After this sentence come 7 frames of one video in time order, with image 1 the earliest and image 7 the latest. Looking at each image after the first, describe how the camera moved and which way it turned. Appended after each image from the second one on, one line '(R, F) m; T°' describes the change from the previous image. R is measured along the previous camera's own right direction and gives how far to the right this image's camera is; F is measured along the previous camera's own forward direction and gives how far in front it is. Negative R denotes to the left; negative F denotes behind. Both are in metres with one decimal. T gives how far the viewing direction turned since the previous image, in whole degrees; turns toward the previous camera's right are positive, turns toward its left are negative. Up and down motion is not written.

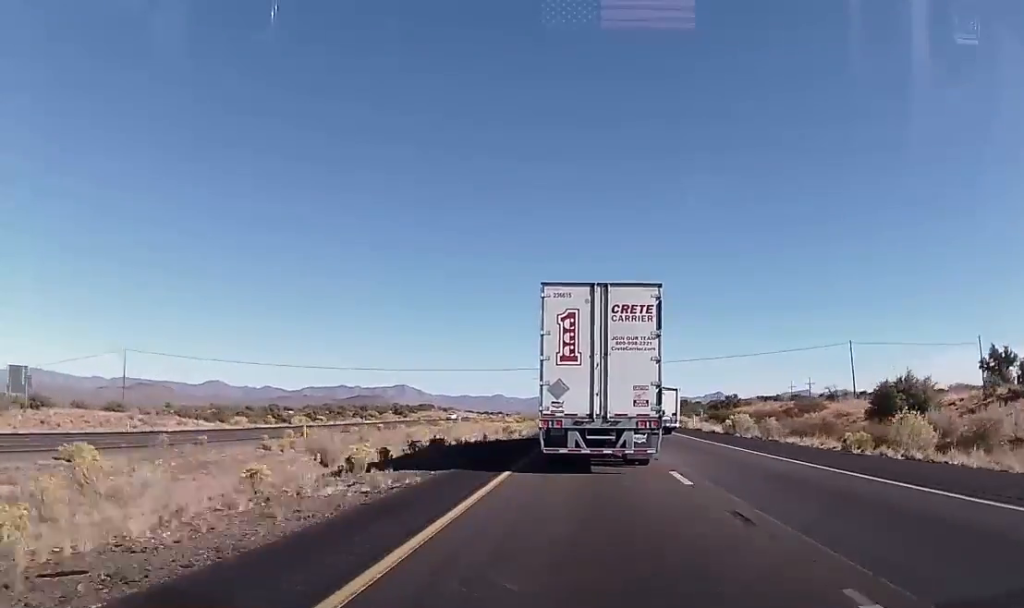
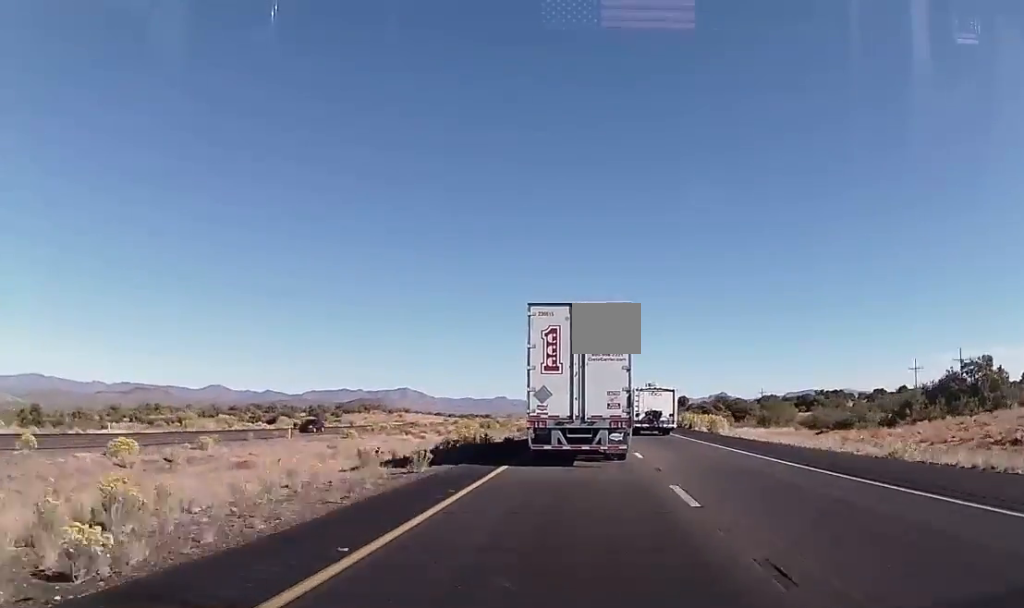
(-0.4, +90.0) m; 0°
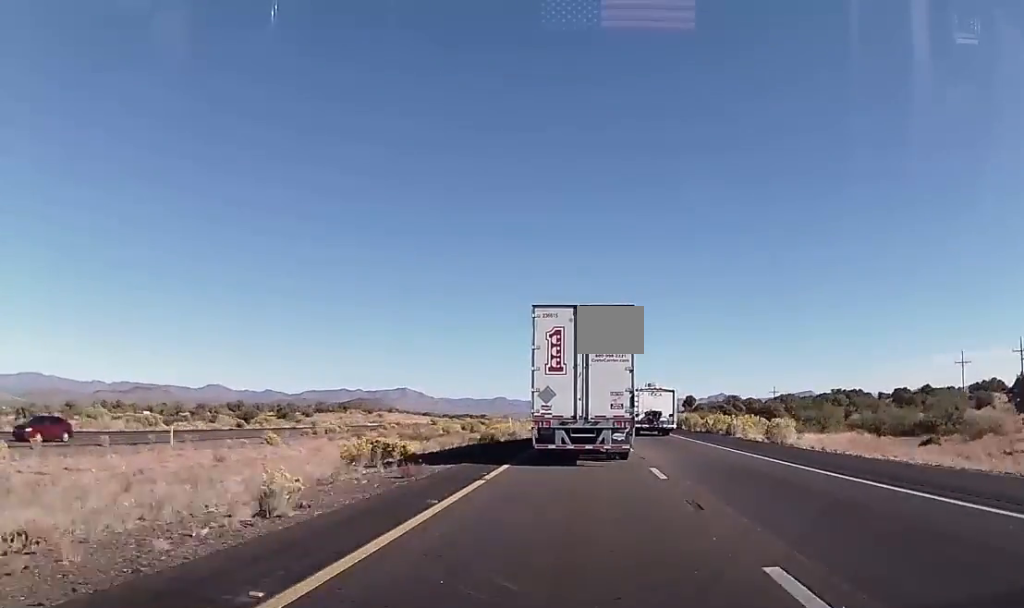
(+0.1, +19.9) m; 0°
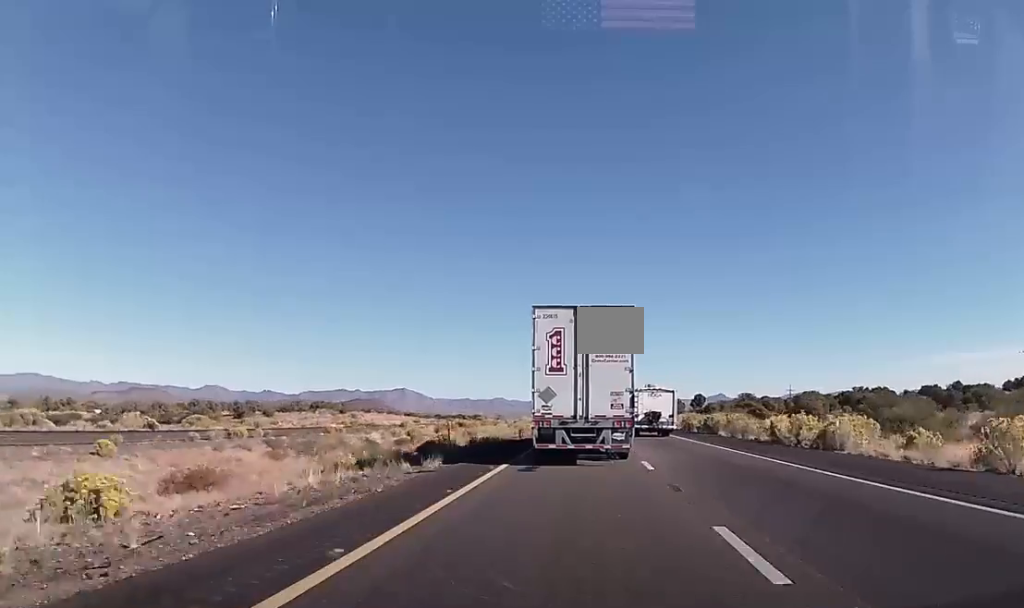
(0.0, +21.9) m; 0°
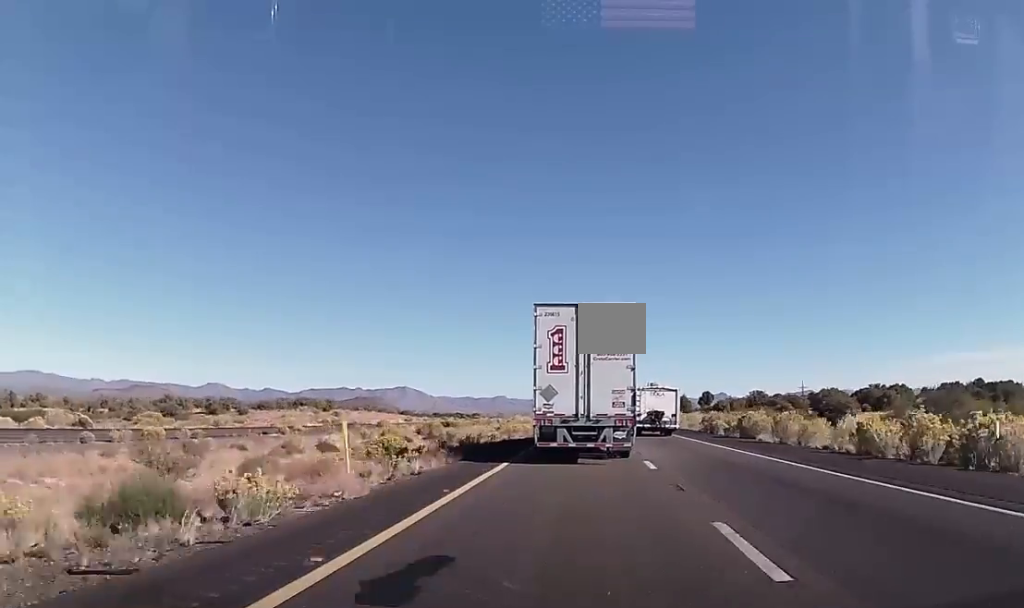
(-0.1, +12.6) m; 0°
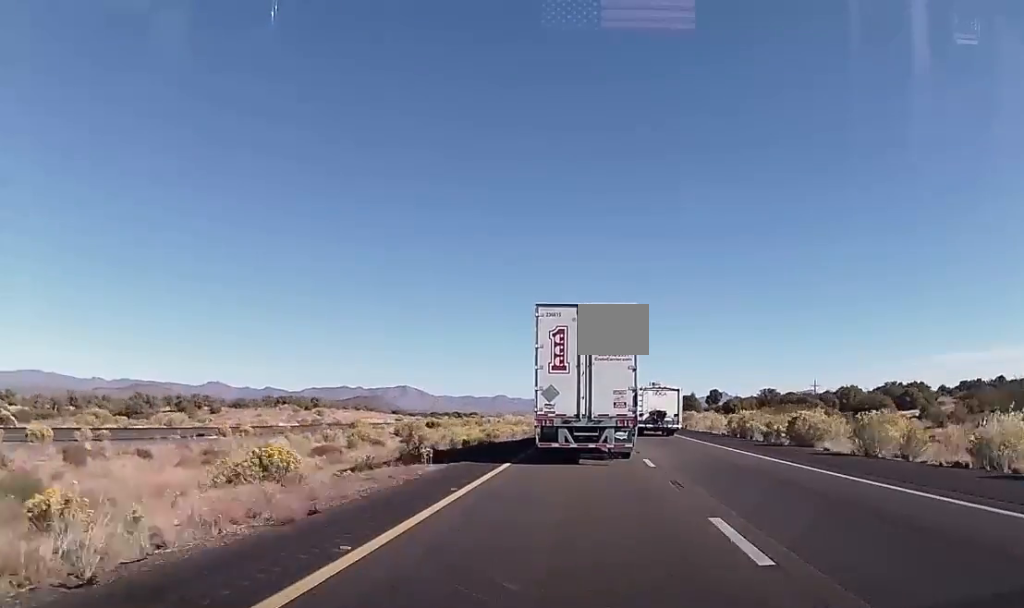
(0.0, +11.6) m; 0°
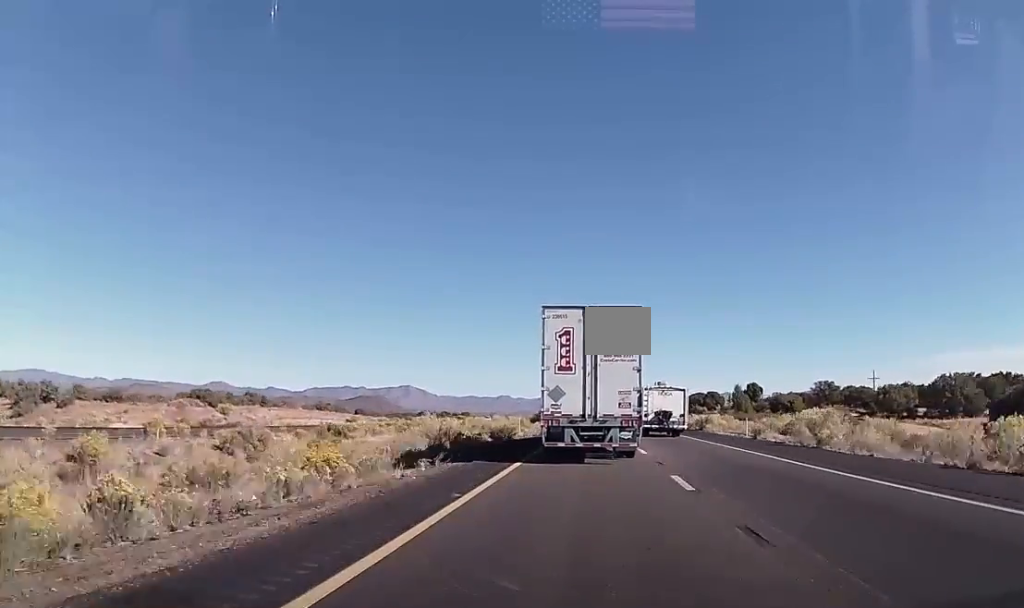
(+0.1, +43.3) m; 0°
